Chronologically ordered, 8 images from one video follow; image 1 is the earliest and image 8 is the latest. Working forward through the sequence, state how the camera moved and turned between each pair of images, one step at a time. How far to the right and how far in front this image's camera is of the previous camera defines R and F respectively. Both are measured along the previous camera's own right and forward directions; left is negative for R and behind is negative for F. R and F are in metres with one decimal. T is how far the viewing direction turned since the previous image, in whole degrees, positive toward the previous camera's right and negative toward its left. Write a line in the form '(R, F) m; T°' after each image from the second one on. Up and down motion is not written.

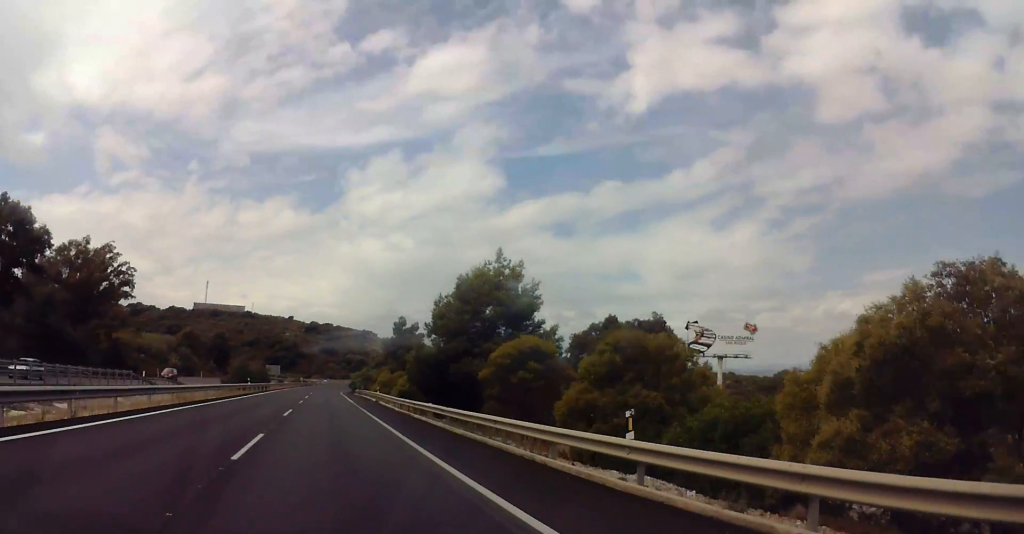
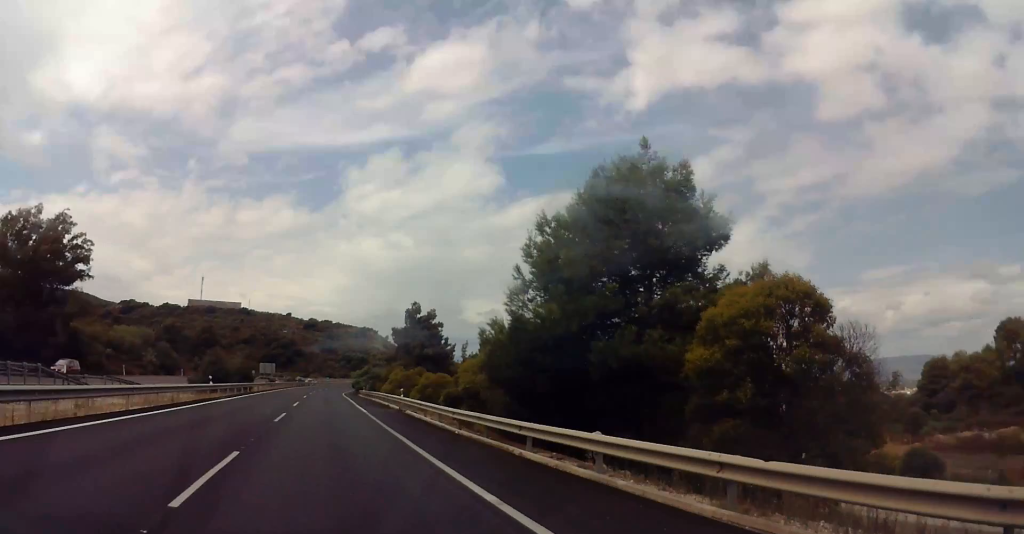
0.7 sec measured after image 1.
(+0.5, +17.3) m; 0°
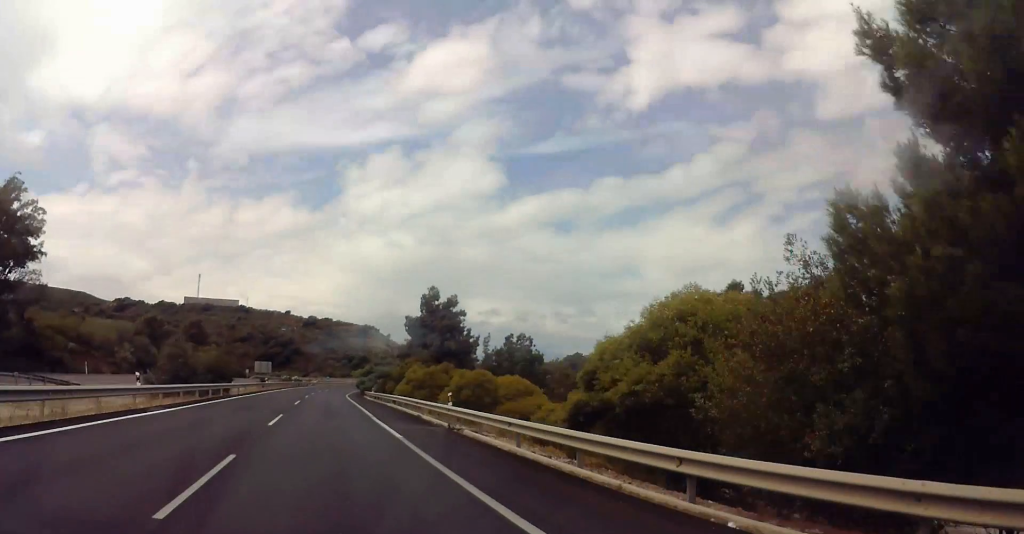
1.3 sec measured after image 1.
(-0.1, +15.2) m; 0°
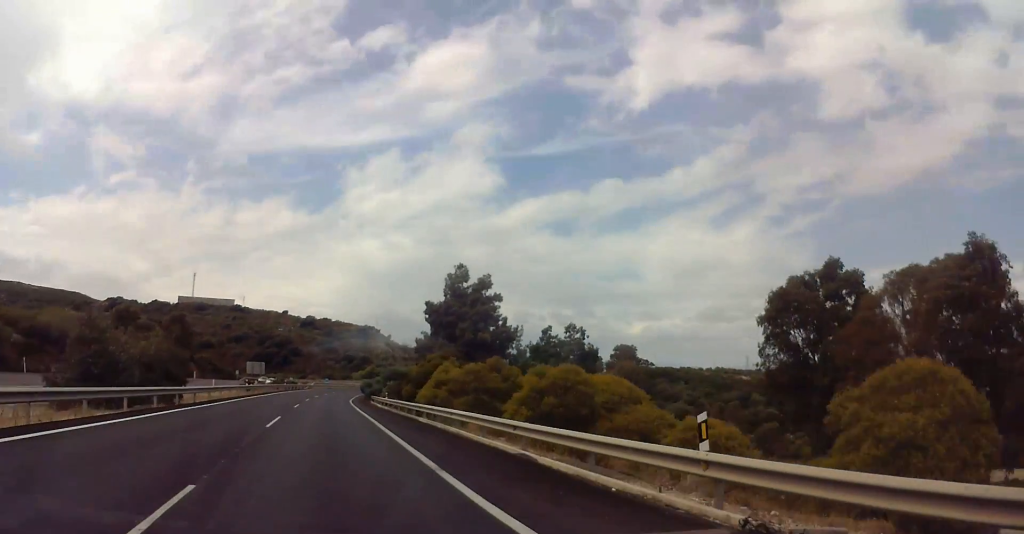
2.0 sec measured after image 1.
(-0.4, +18.1) m; 0°
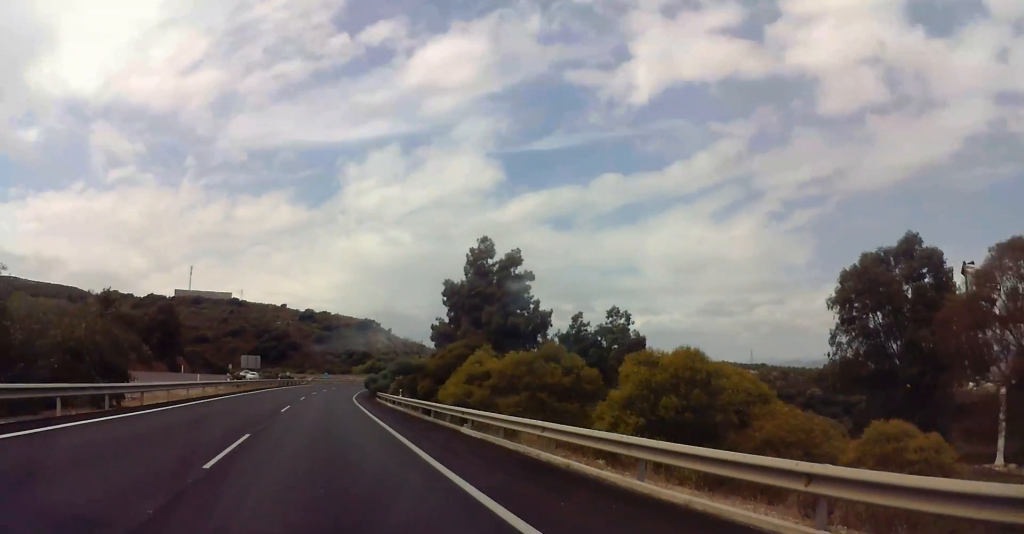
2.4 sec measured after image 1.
(+0.2, +10.0) m; 0°
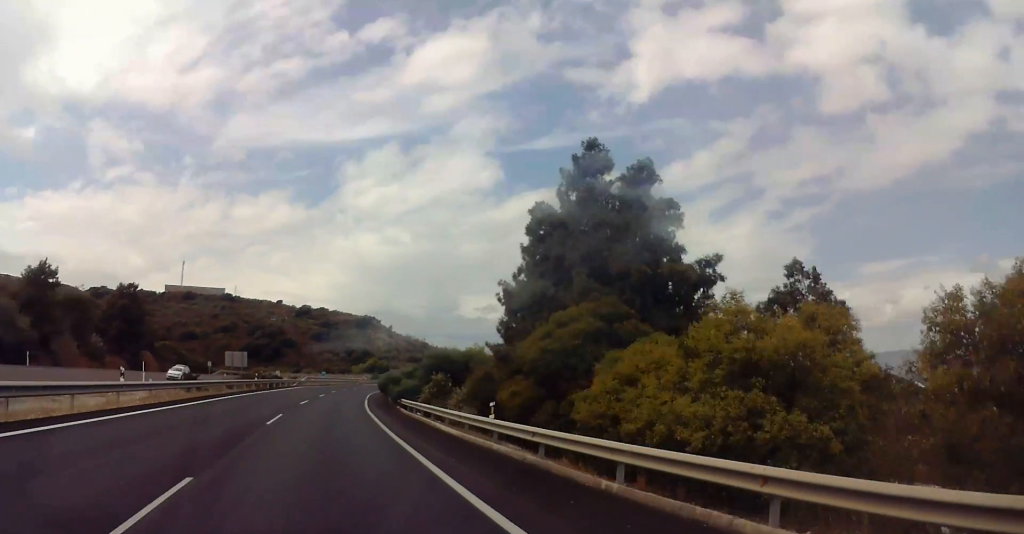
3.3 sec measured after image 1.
(+0.1, +22.9) m; 0°
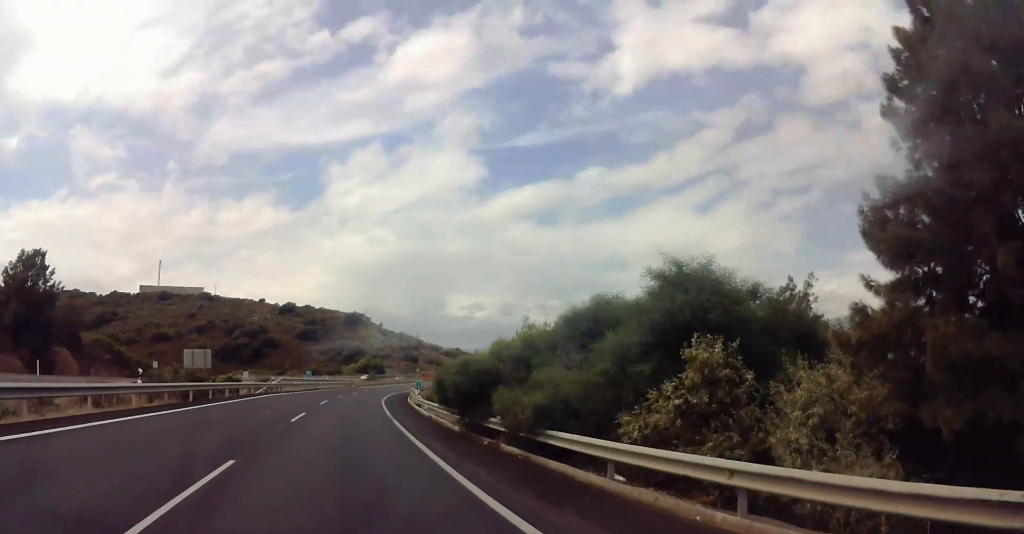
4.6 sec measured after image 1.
(0.0, +30.6) m; +3°
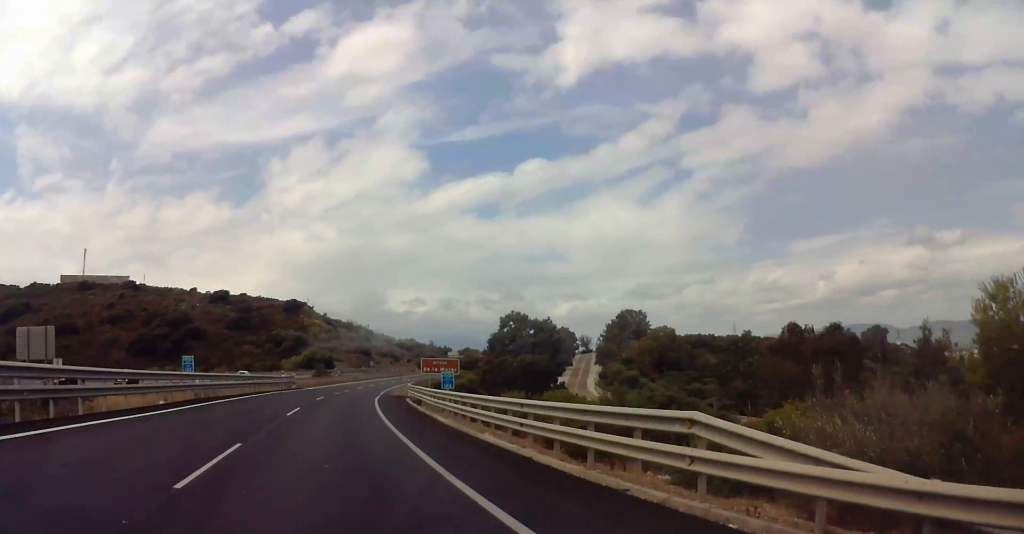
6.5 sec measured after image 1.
(+2.8, +46.5) m; +4°
